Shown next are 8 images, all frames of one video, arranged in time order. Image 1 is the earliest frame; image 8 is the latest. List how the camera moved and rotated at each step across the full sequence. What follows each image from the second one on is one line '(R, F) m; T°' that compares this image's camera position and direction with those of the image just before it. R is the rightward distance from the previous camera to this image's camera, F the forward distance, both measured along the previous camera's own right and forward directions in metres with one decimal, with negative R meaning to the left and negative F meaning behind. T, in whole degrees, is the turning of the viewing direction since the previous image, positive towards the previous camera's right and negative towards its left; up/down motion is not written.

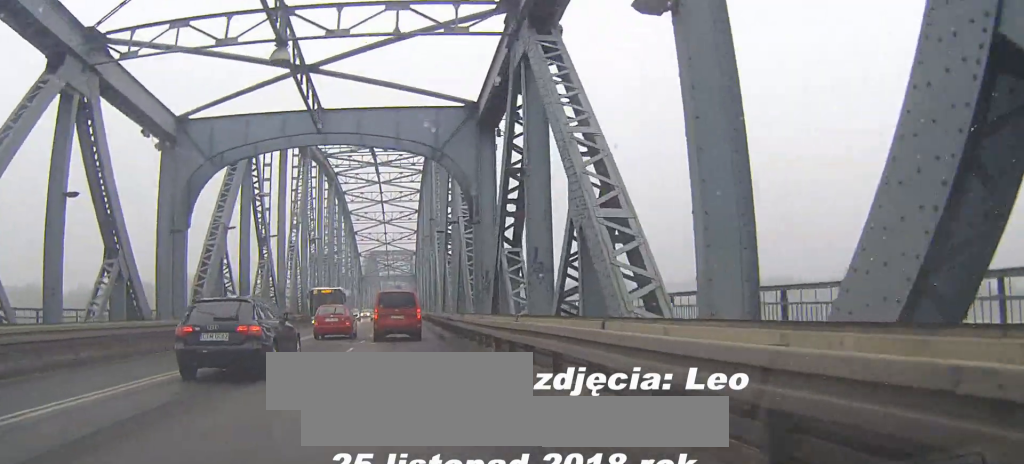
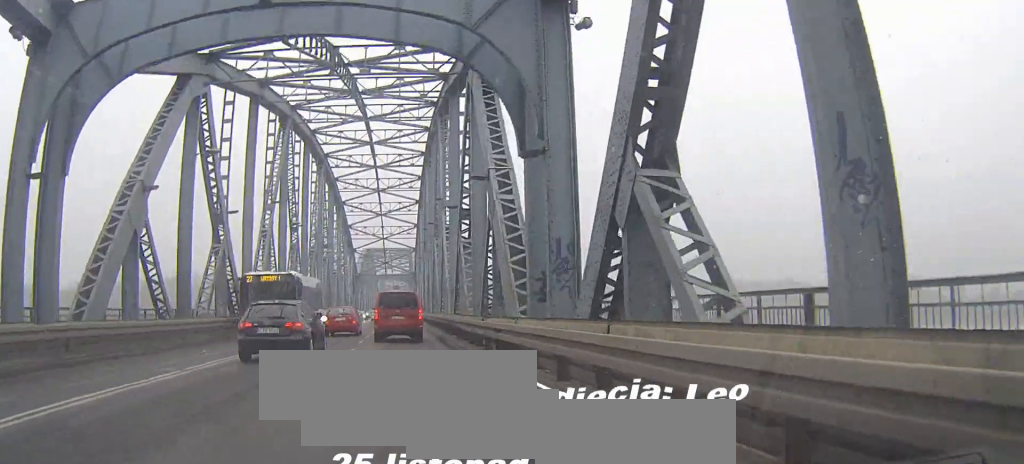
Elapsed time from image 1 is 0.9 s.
(-0.1, +11.9) m; 0°
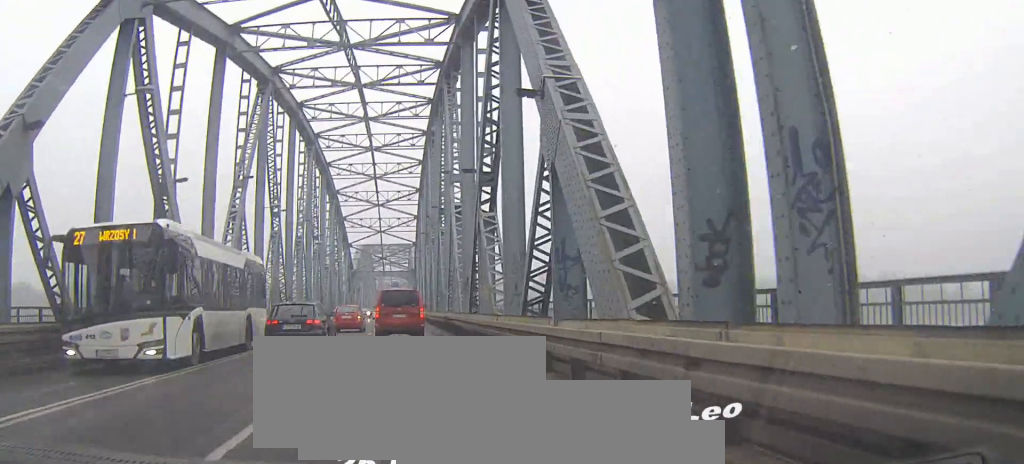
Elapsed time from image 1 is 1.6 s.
(0.0, +9.2) m; 0°
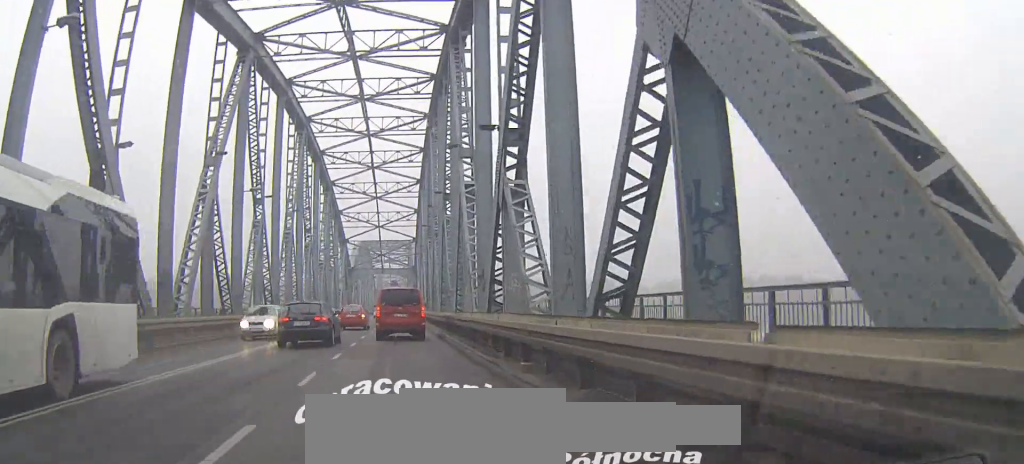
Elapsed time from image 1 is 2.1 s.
(0.0, +6.1) m; 0°
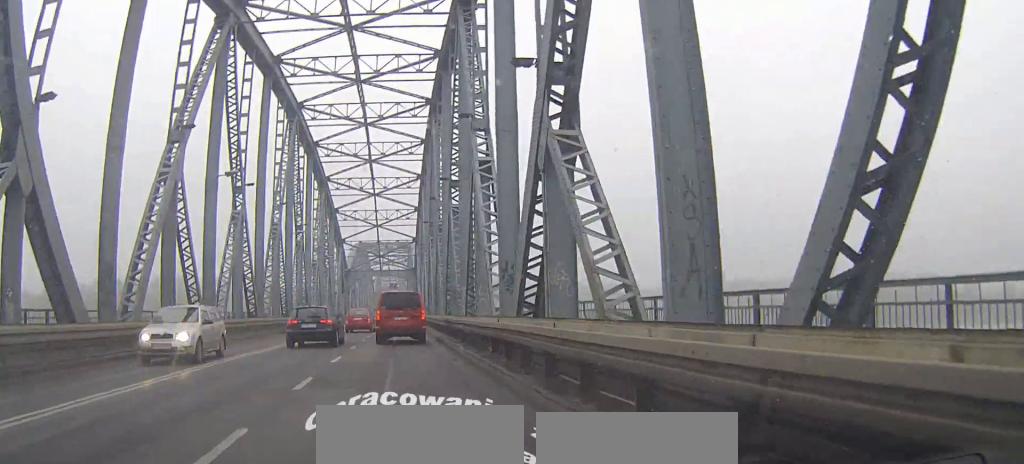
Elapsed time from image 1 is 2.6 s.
(0.0, +6.1) m; 0°
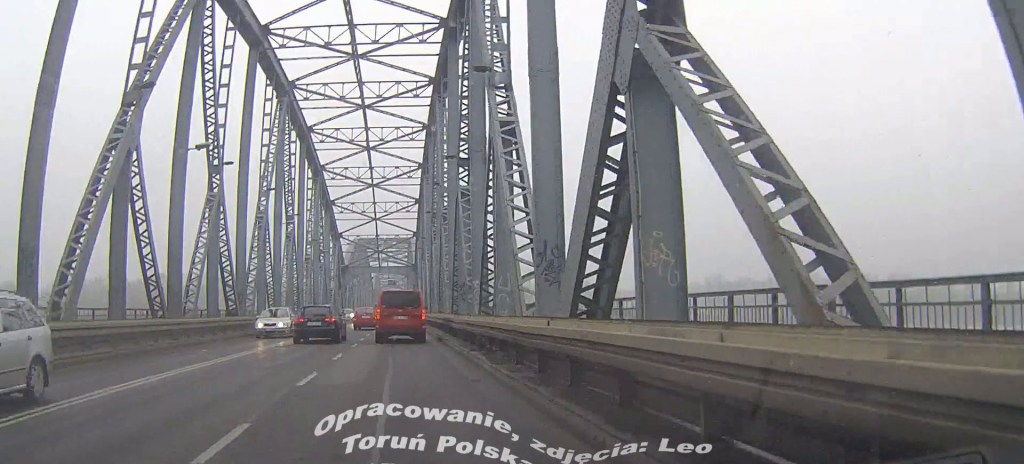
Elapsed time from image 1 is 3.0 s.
(0.0, +5.6) m; 0°
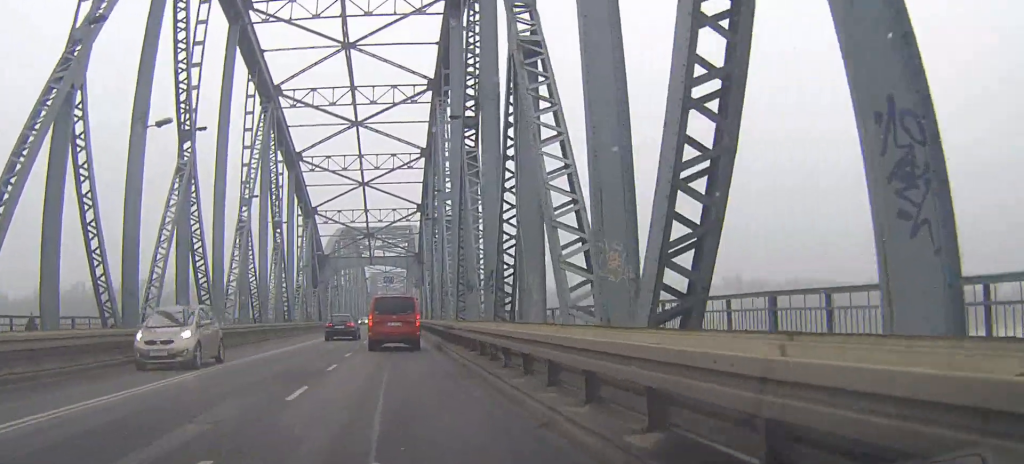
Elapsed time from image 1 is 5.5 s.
(+0.2, +30.6) m; +1°
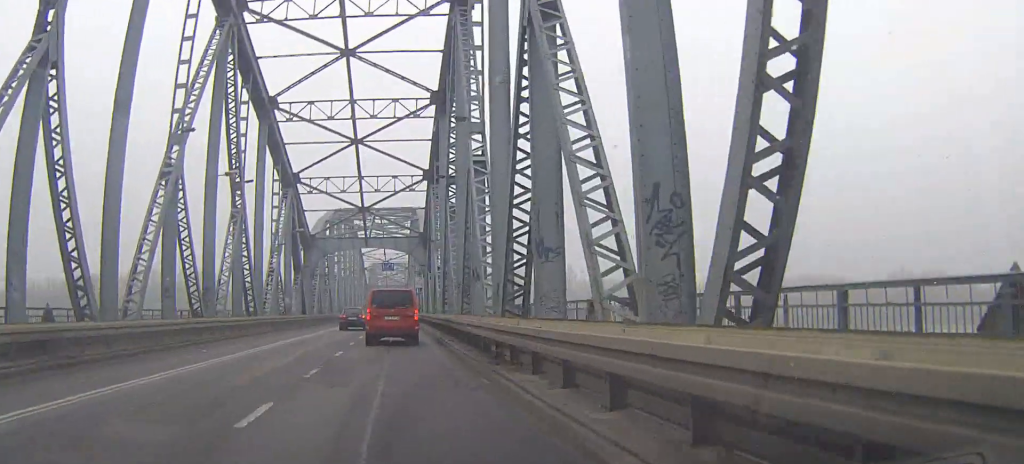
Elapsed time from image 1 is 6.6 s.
(0.0, +14.6) m; 0°
